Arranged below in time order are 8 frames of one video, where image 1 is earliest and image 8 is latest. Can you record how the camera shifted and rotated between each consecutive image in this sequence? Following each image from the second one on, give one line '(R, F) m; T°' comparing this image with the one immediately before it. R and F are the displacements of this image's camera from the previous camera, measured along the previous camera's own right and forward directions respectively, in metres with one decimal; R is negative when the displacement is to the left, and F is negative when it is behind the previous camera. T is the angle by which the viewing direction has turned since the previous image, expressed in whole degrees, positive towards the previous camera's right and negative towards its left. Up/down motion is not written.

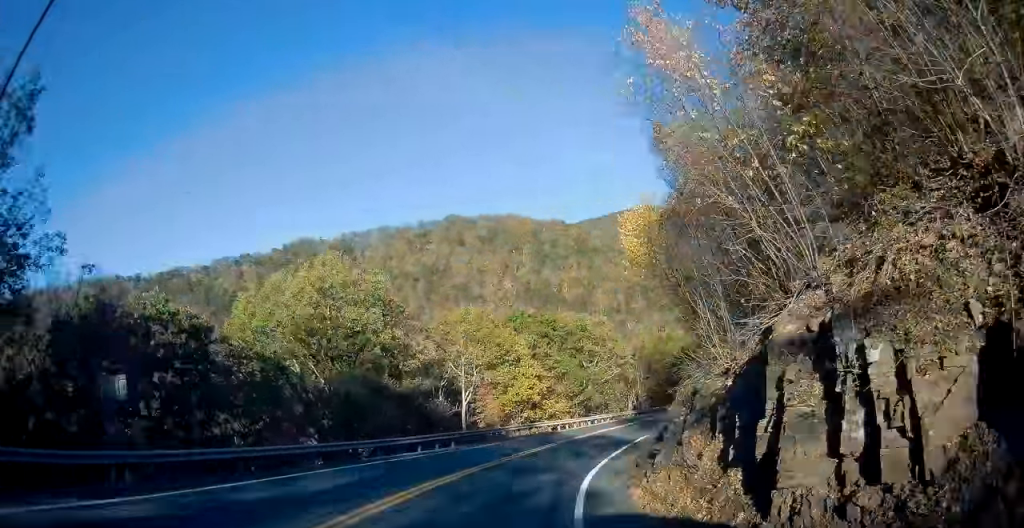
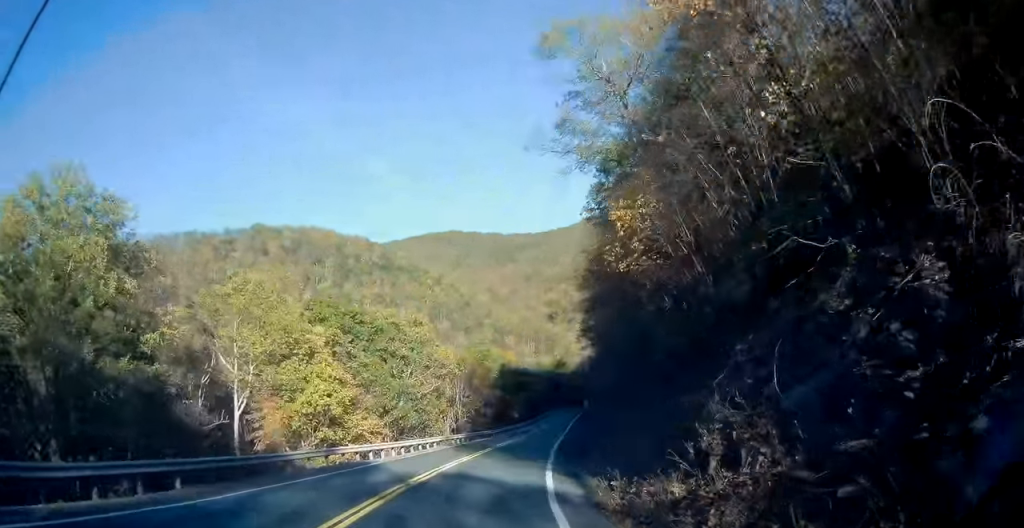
(+4.6, +16.0) m; +23°
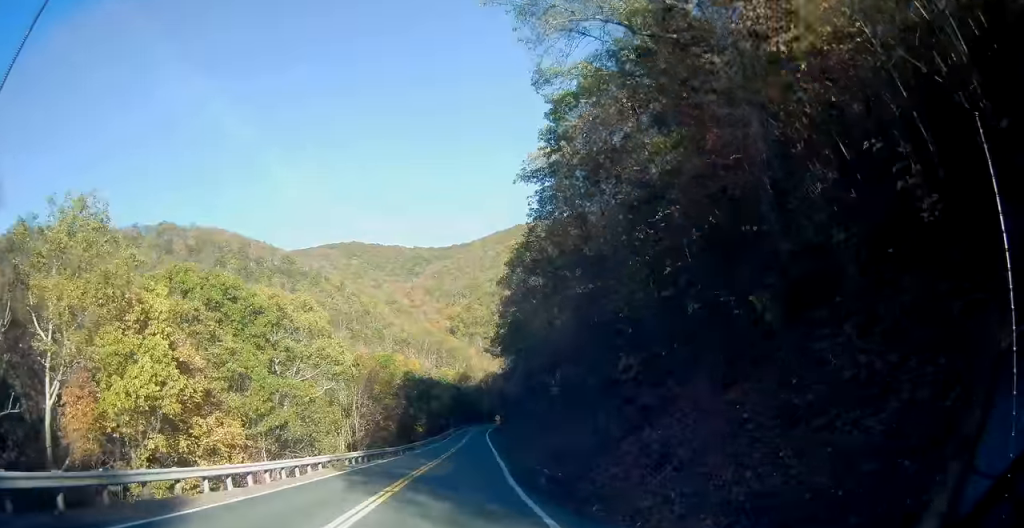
(+0.7, +12.9) m; +3°
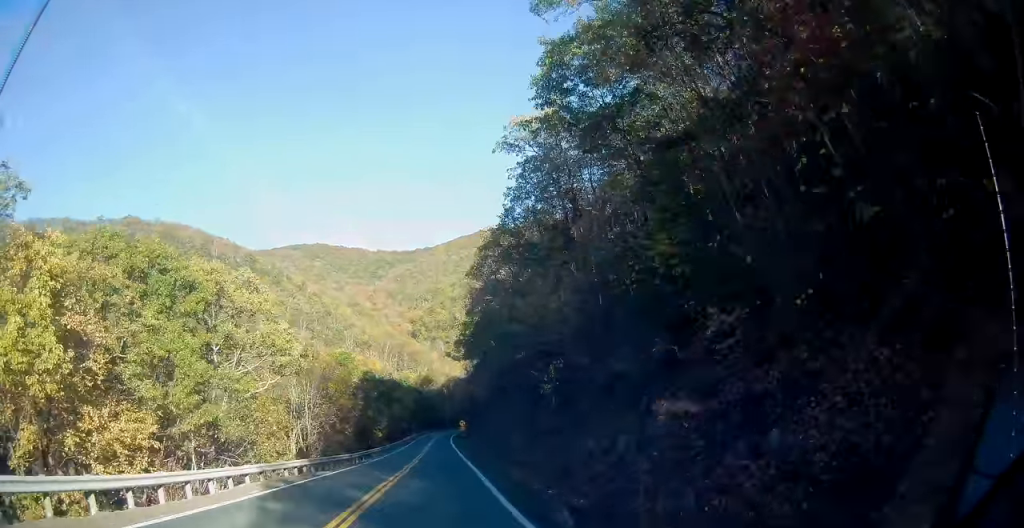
(0.0, +7.3) m; +2°
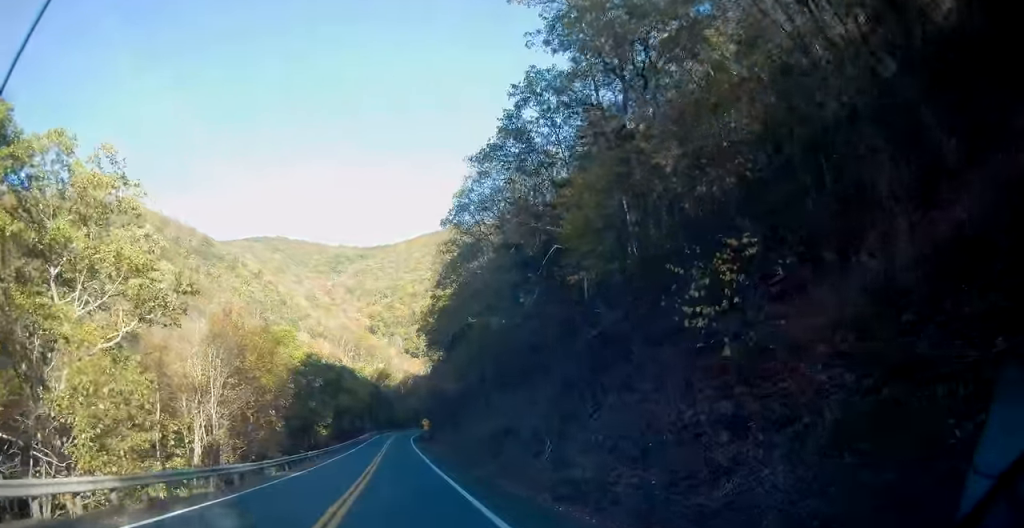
(+1.3, +18.4) m; +8°
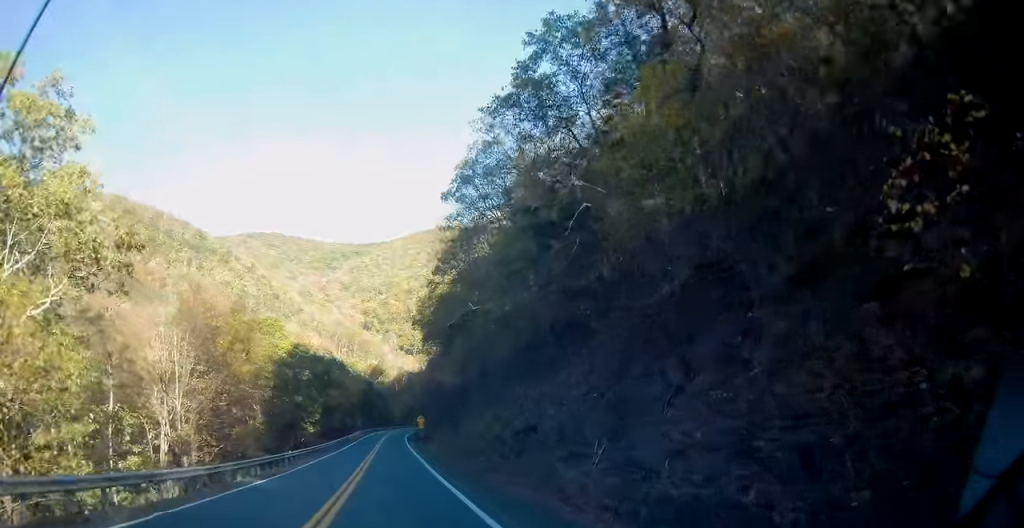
(+0.1, +5.9) m; +1°
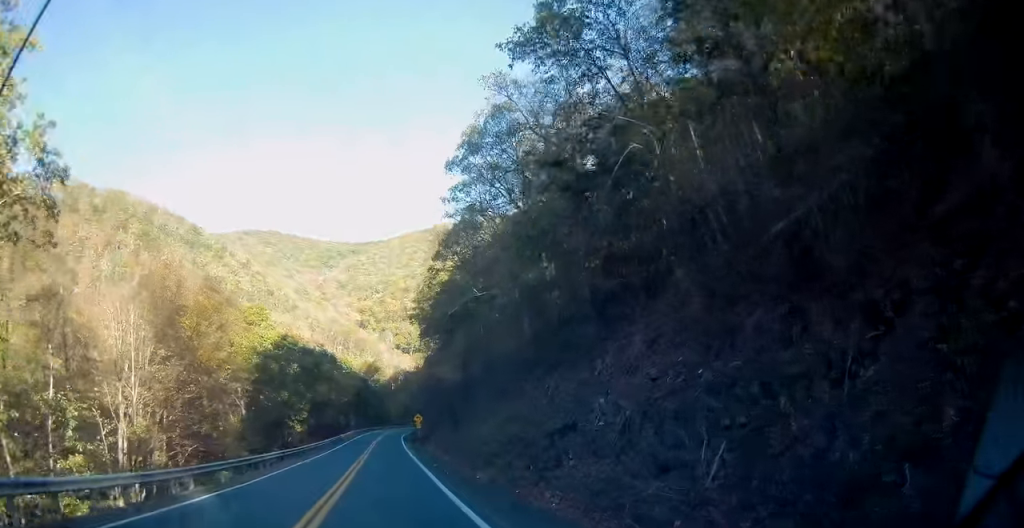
(0.0, +5.9) m; +1°
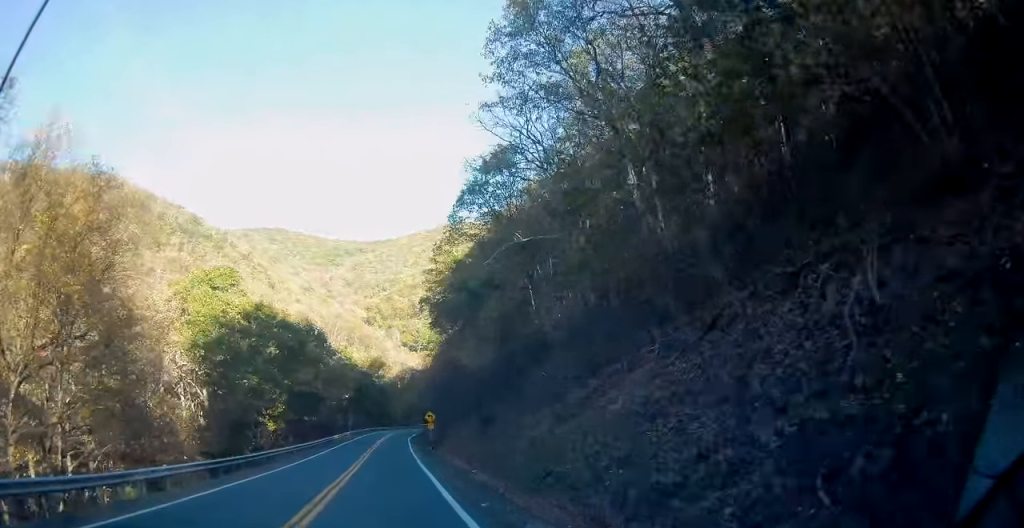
(+0.3, +15.9) m; +1°
